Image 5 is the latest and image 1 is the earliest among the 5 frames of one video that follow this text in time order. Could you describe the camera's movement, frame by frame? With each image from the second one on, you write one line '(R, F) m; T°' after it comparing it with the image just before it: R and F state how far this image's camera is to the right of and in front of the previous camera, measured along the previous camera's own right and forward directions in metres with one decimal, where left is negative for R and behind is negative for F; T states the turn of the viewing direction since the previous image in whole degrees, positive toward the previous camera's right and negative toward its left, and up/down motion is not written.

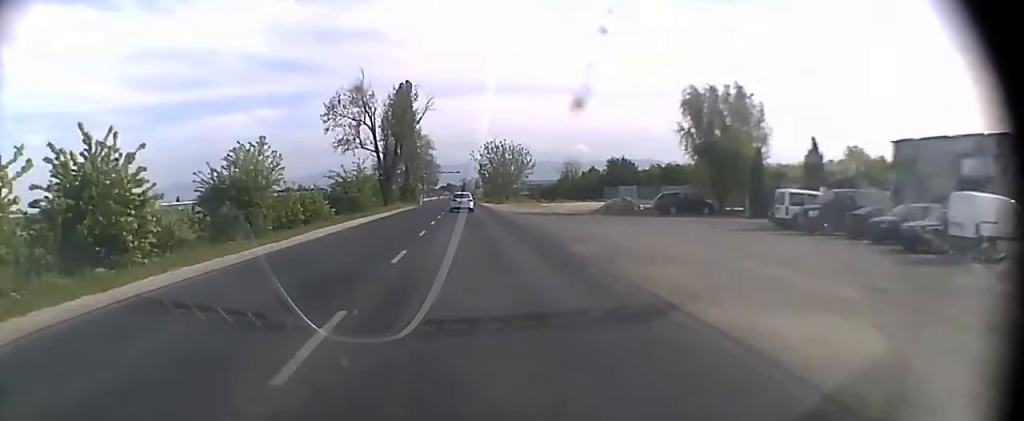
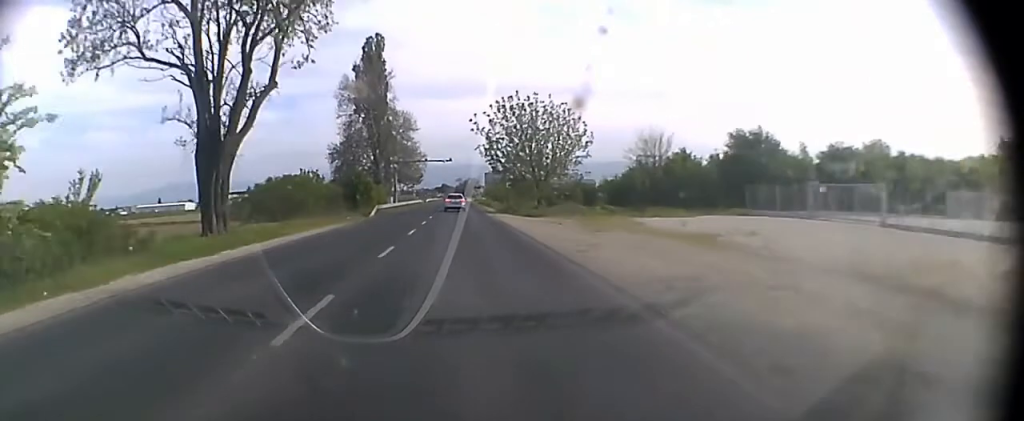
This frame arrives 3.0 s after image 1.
(+0.1, +54.0) m; 0°
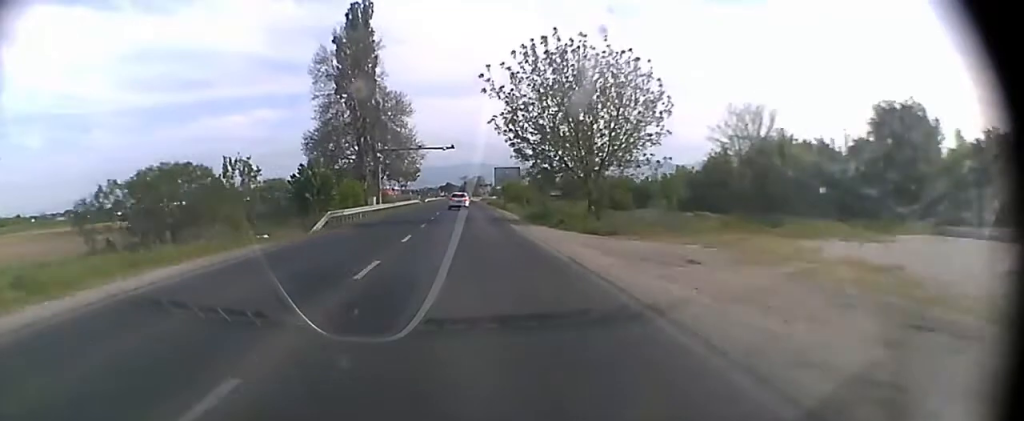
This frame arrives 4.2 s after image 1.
(0.0, +21.7) m; 0°
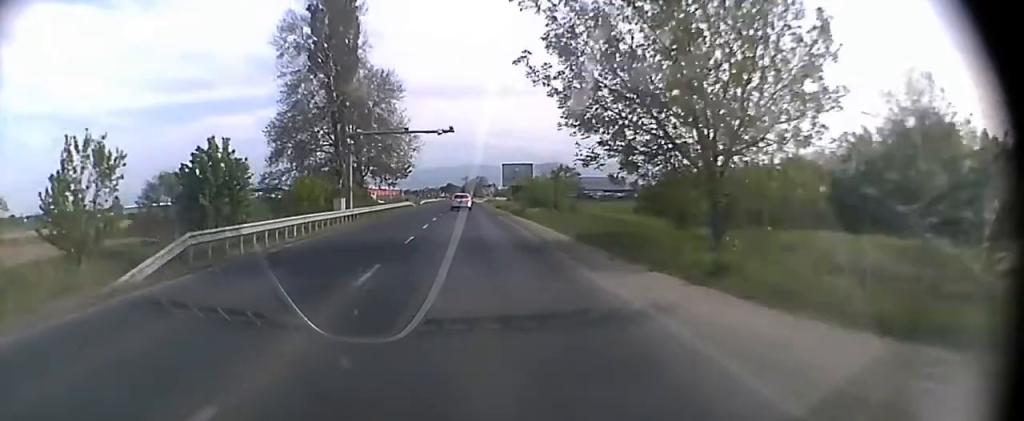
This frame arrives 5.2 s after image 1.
(0.0, +18.3) m; 0°
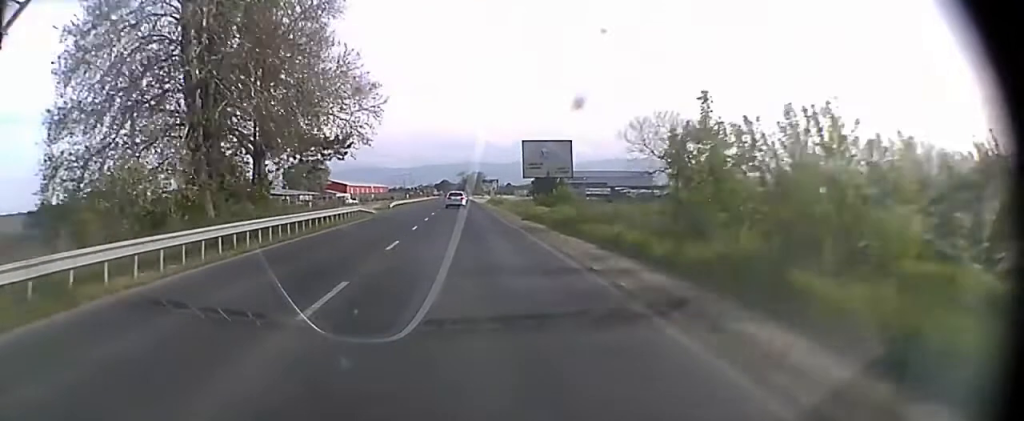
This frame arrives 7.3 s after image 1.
(+0.1, +38.8) m; 0°
